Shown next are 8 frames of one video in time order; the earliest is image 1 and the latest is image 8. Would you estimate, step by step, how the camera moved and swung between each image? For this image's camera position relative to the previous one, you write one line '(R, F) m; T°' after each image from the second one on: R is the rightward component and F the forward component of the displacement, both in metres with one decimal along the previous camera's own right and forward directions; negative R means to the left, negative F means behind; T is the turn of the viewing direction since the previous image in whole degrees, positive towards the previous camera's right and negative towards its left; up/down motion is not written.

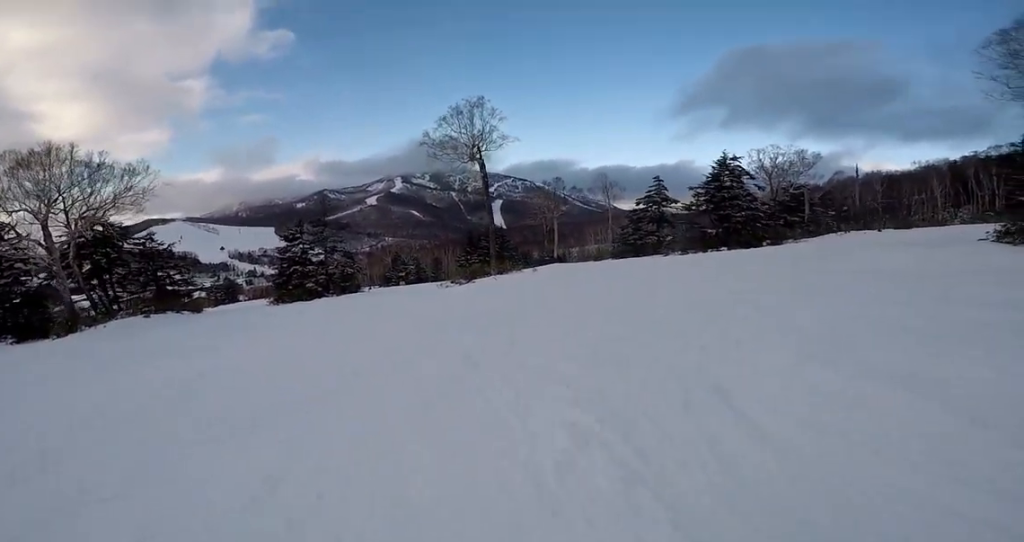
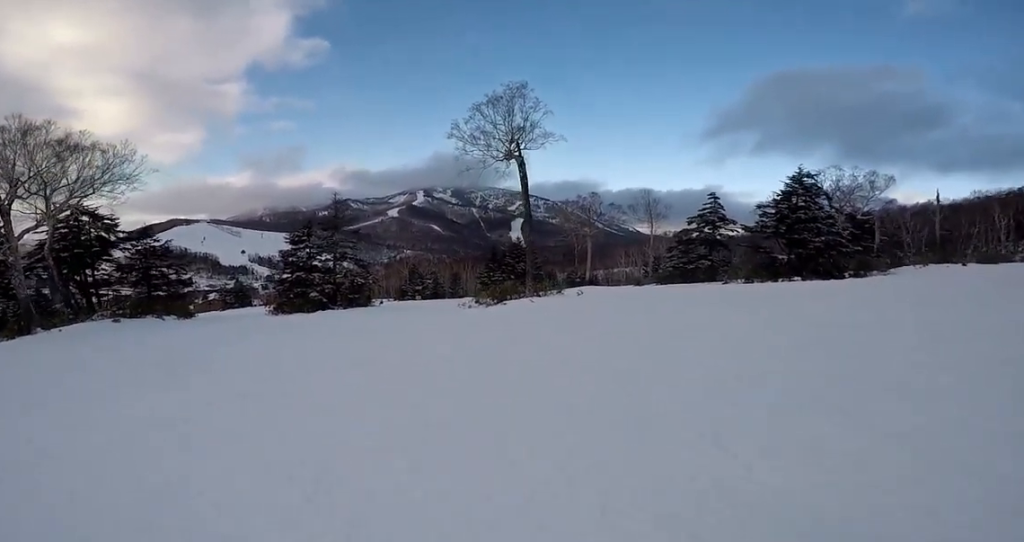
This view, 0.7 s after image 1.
(+0.1, +6.2) m; +2°
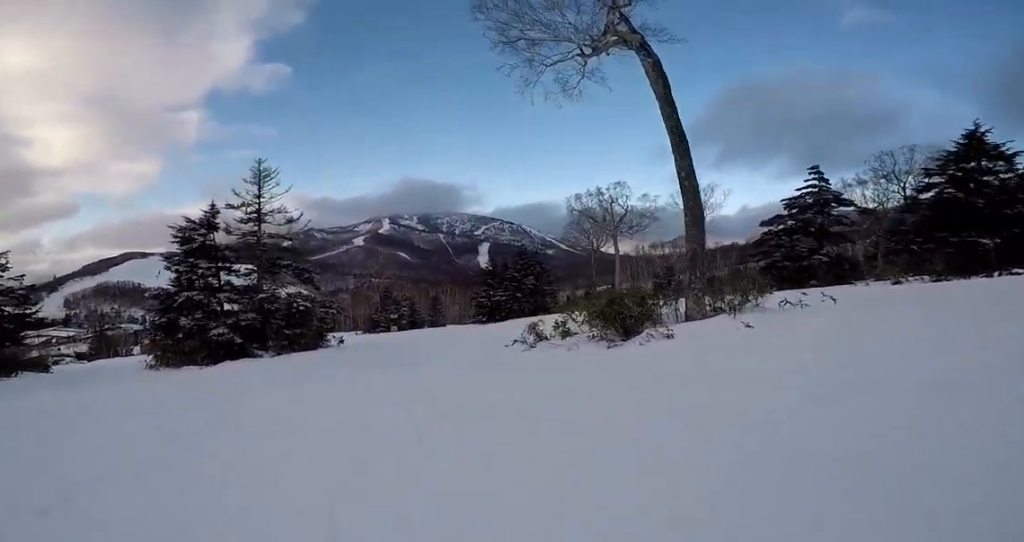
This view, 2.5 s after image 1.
(+0.5, +18.6) m; +2°
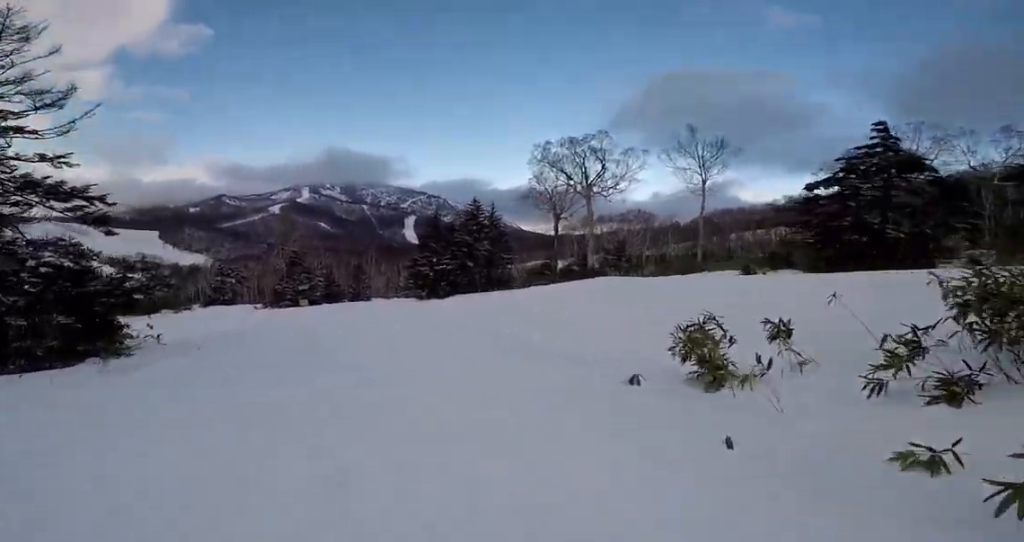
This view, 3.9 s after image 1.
(-0.4, +13.8) m; 0°
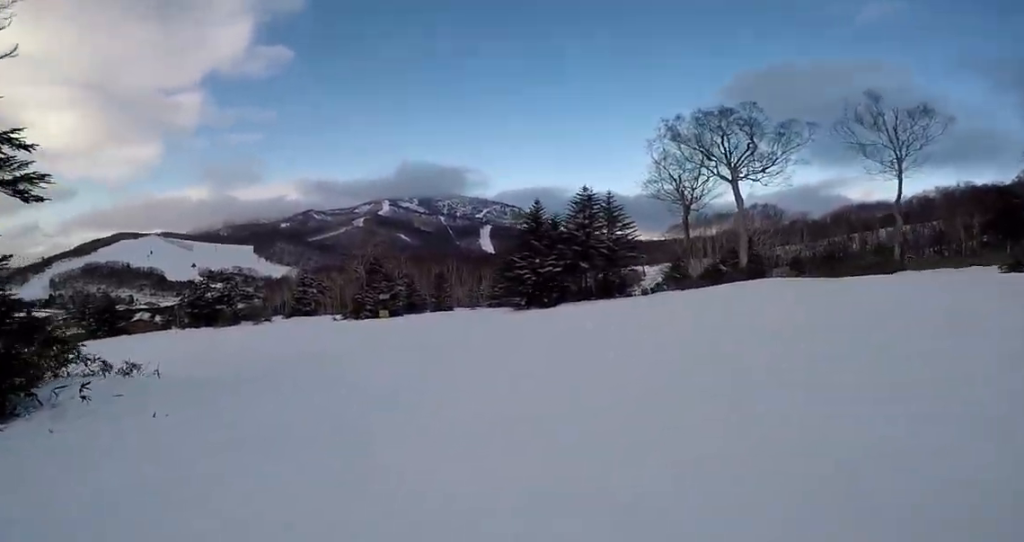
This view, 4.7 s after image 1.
(-0.1, +8.1) m; +5°
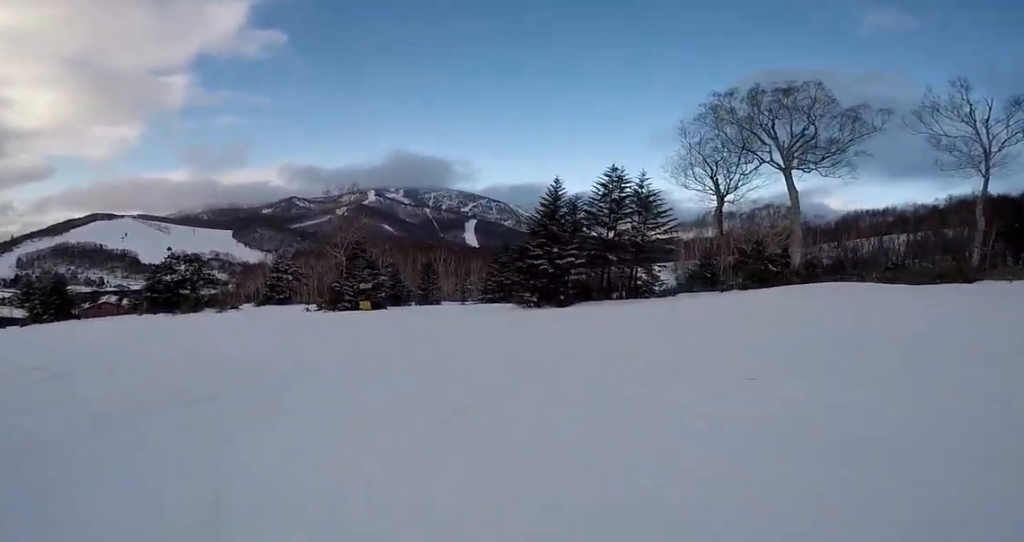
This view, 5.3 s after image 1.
(+0.7, +6.3) m; +1°
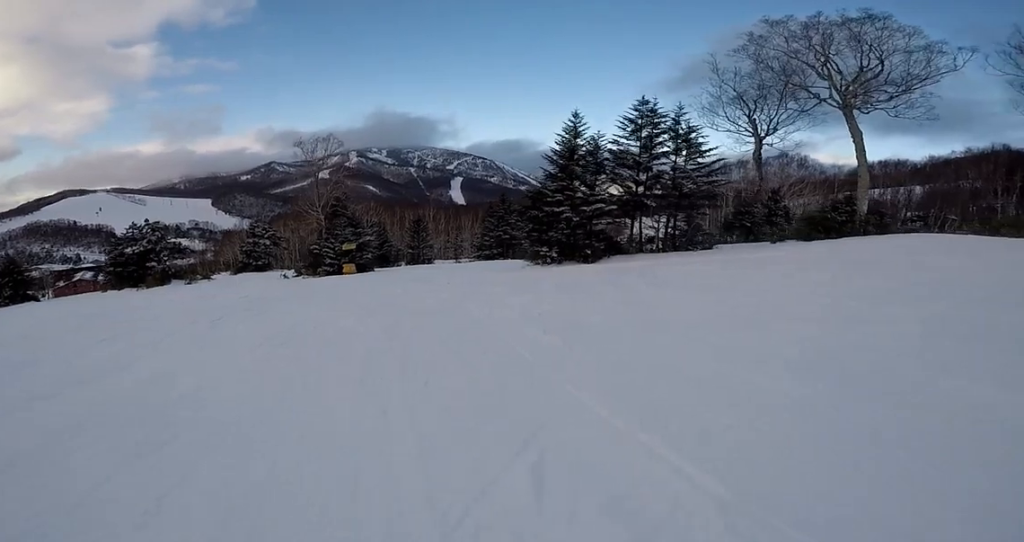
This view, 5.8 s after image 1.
(0.0, +5.3) m; +2°
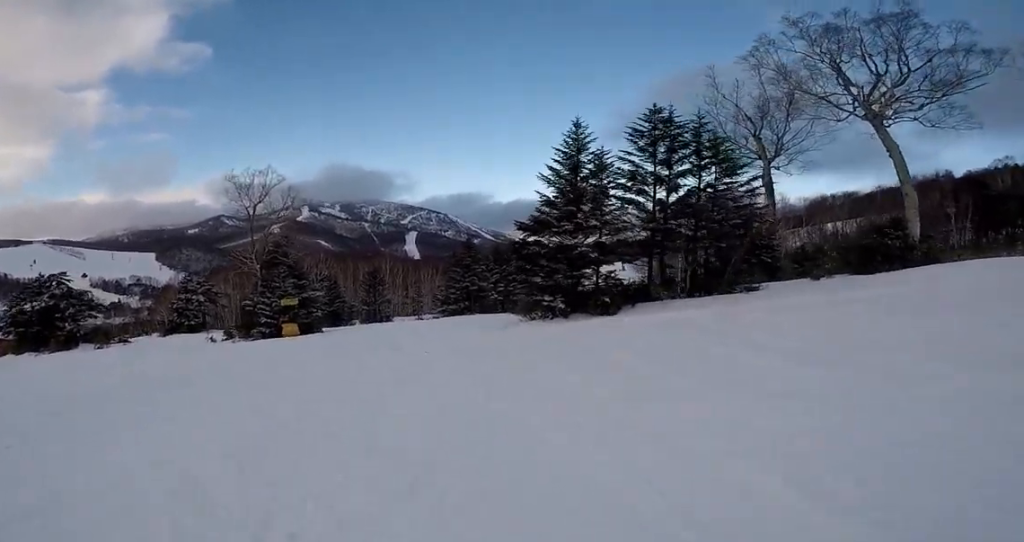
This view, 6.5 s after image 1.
(-0.8, +6.7) m; +4°
